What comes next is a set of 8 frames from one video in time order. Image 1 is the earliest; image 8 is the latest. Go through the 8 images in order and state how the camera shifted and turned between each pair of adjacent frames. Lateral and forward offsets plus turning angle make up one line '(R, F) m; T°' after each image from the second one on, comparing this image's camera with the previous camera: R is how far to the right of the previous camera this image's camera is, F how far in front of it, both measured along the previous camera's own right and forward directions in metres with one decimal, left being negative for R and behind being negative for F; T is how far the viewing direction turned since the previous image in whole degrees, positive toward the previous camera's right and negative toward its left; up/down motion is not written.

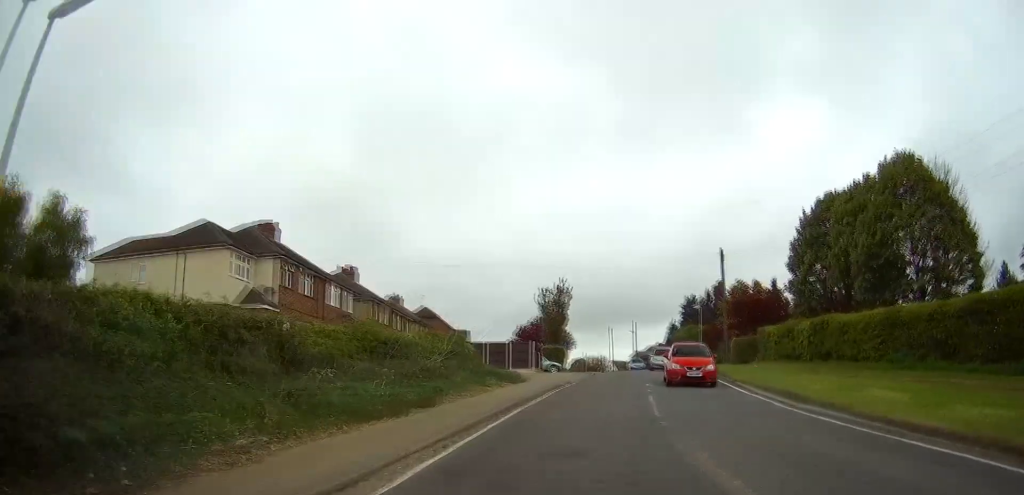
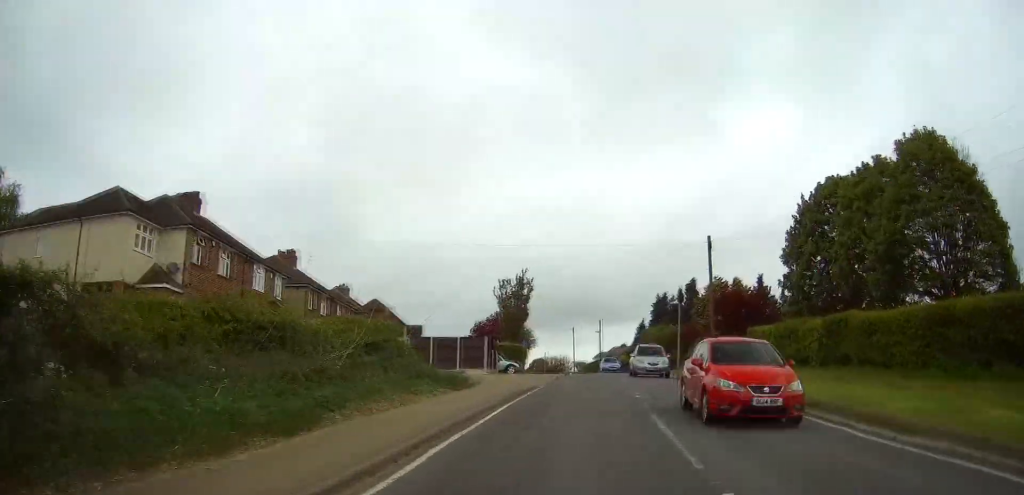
(0.0, +5.9) m; +4°
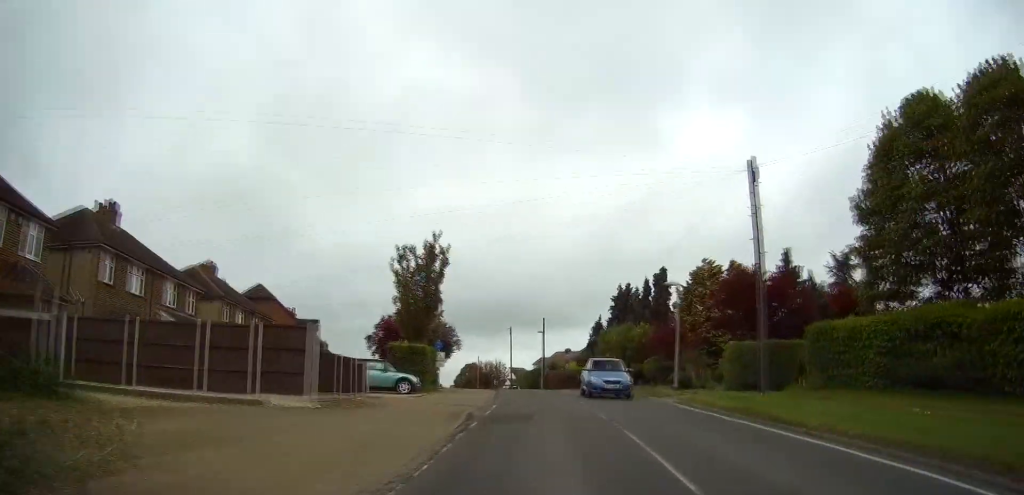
(+1.2, +16.9) m; +5°
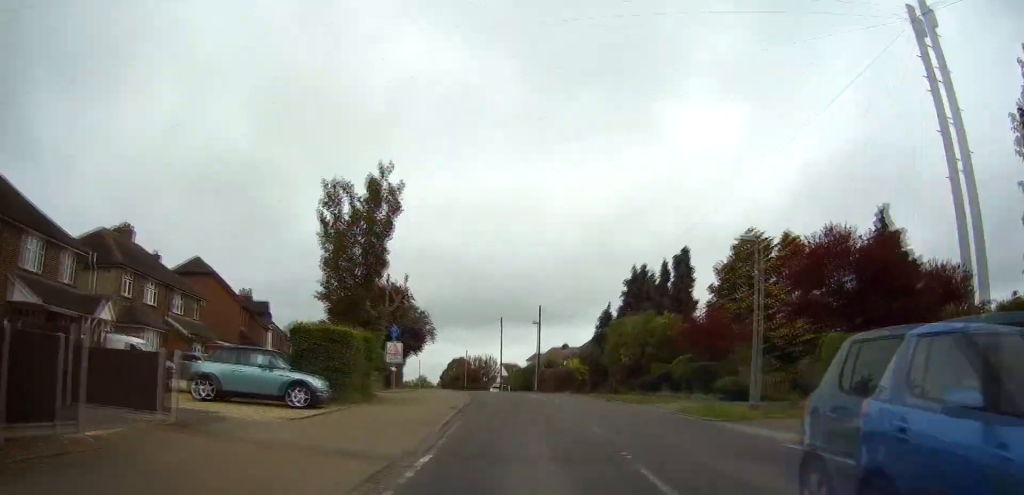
(+0.1, +11.5) m; +2°
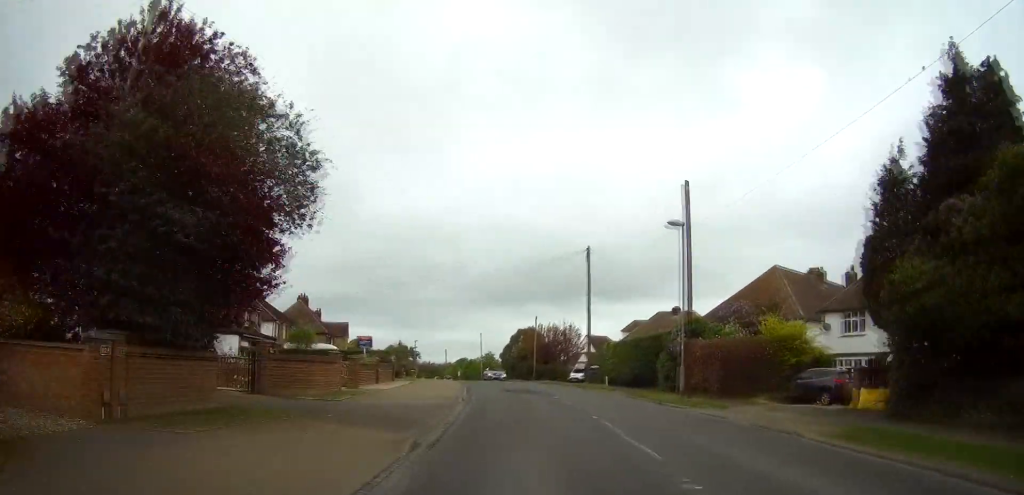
(-0.1, +35.2) m; -5°
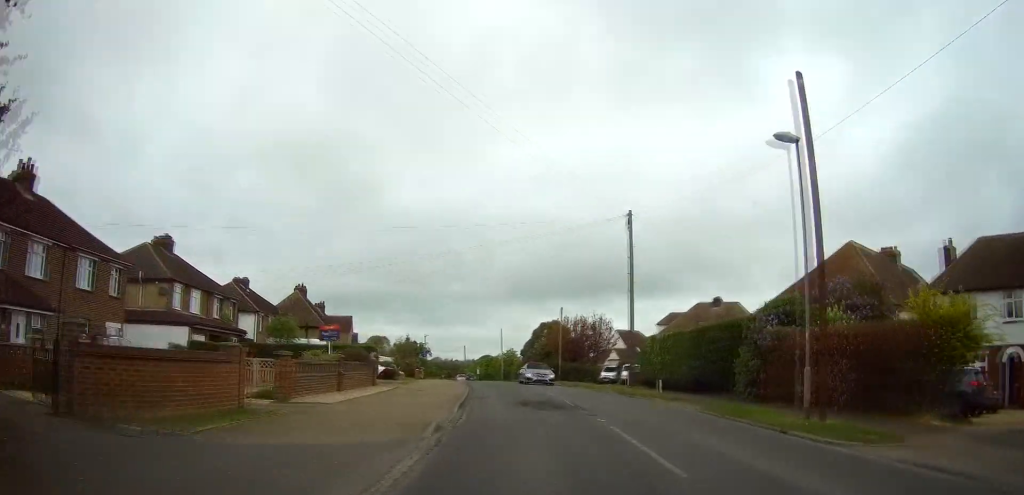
(-0.3, +9.4) m; -2°
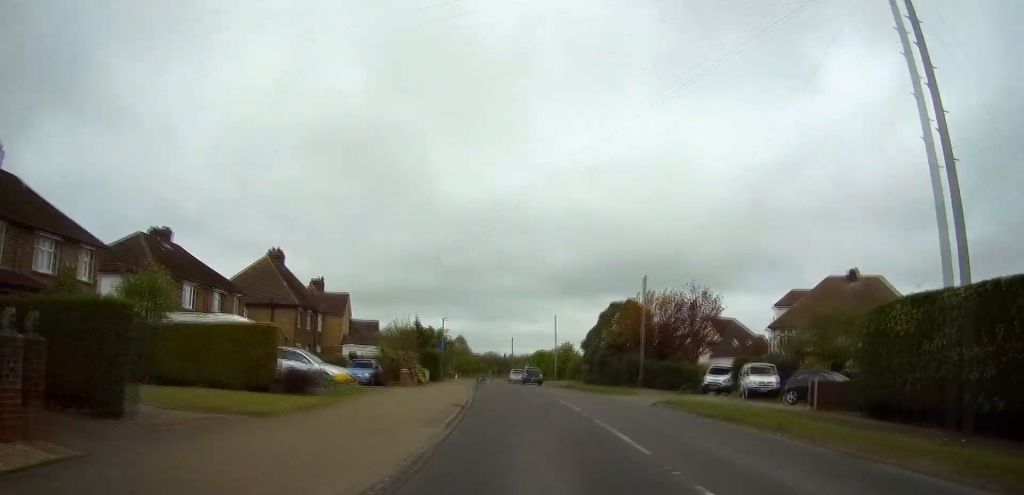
(-0.6, +23.3) m; -4°
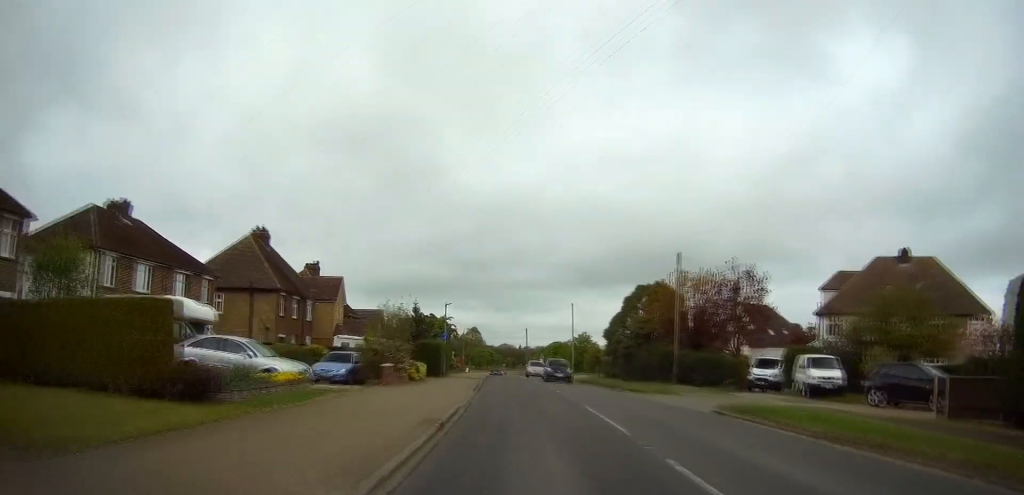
(-0.2, +6.6) m; 0°
